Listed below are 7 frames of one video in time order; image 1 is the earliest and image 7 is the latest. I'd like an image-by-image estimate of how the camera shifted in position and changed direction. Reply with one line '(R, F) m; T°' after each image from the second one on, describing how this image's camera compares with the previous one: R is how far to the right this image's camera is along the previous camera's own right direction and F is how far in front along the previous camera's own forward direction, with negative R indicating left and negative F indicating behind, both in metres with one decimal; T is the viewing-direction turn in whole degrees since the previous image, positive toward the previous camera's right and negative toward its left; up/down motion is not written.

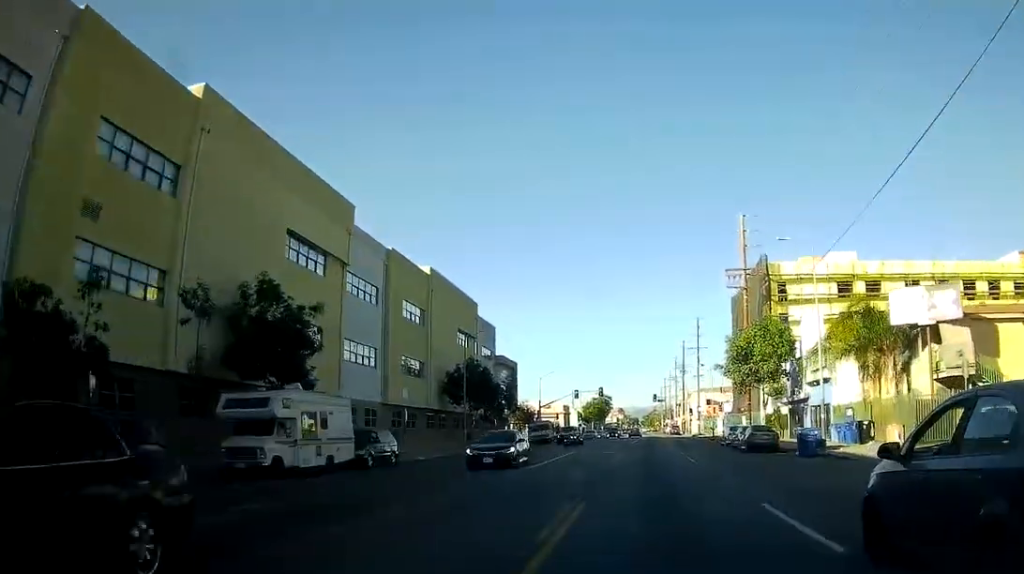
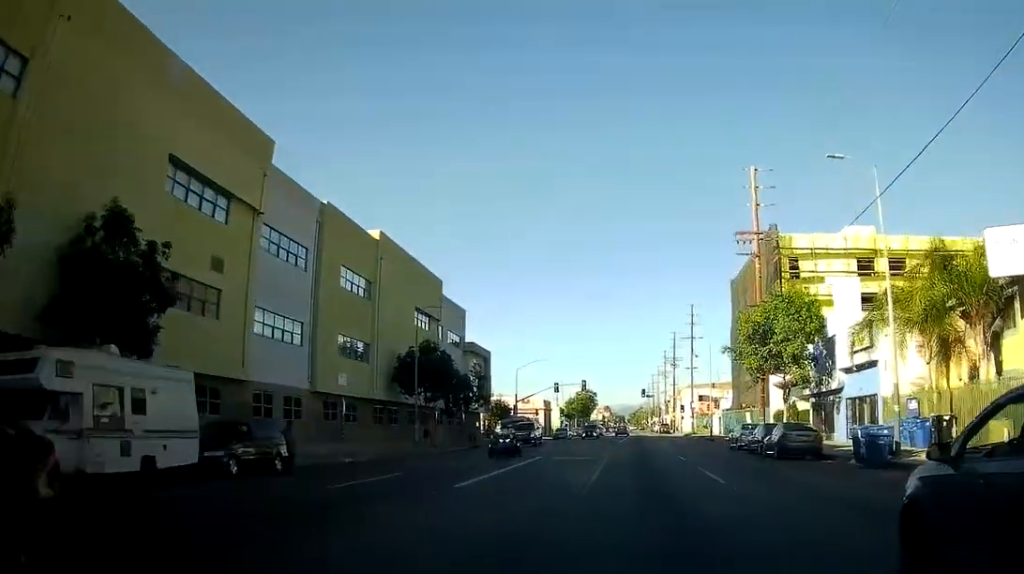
(-0.1, +11.1) m; +1°
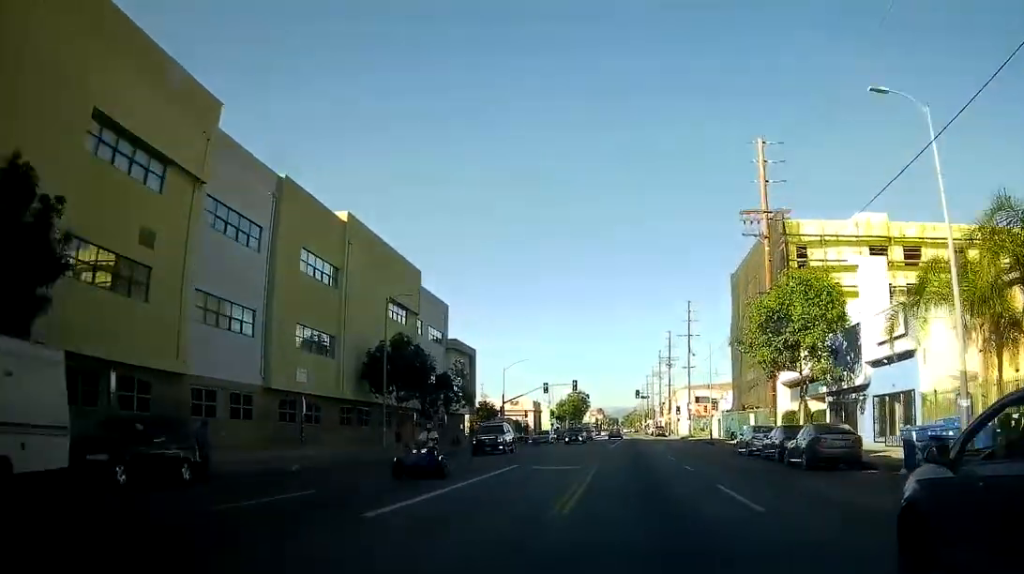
(+0.2, +5.7) m; +1°
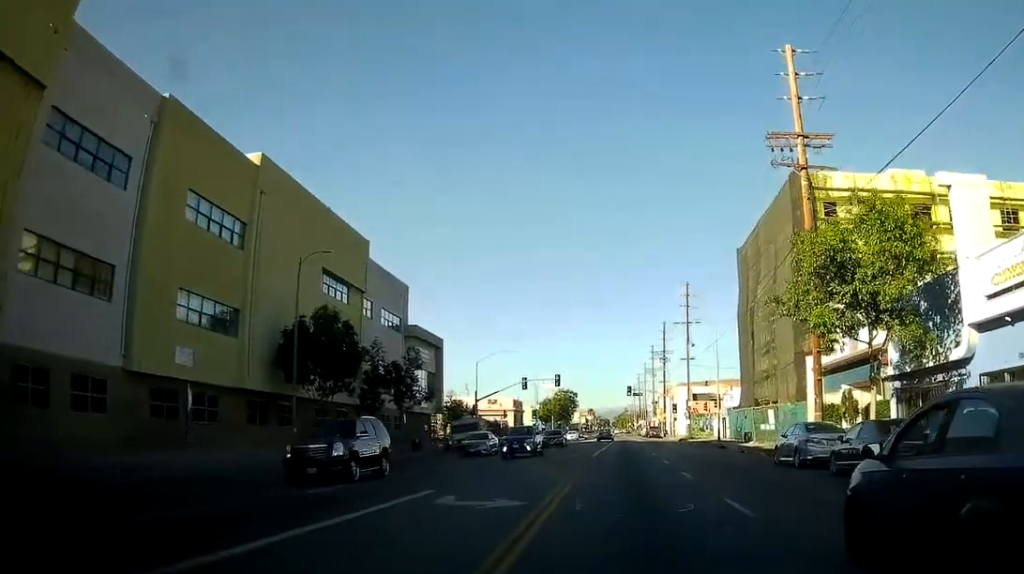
(+0.2, +13.4) m; +1°
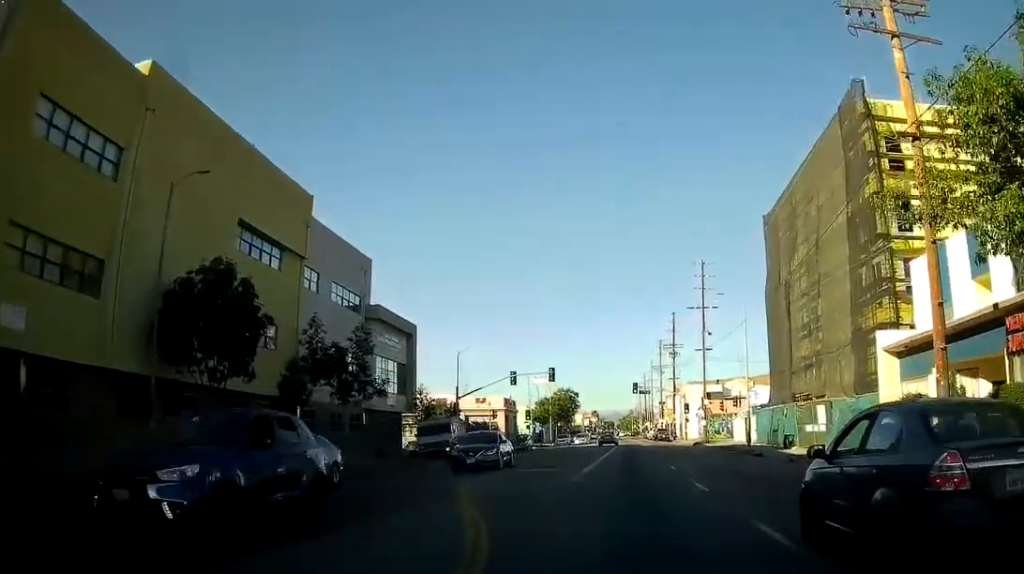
(0.0, +13.7) m; 0°
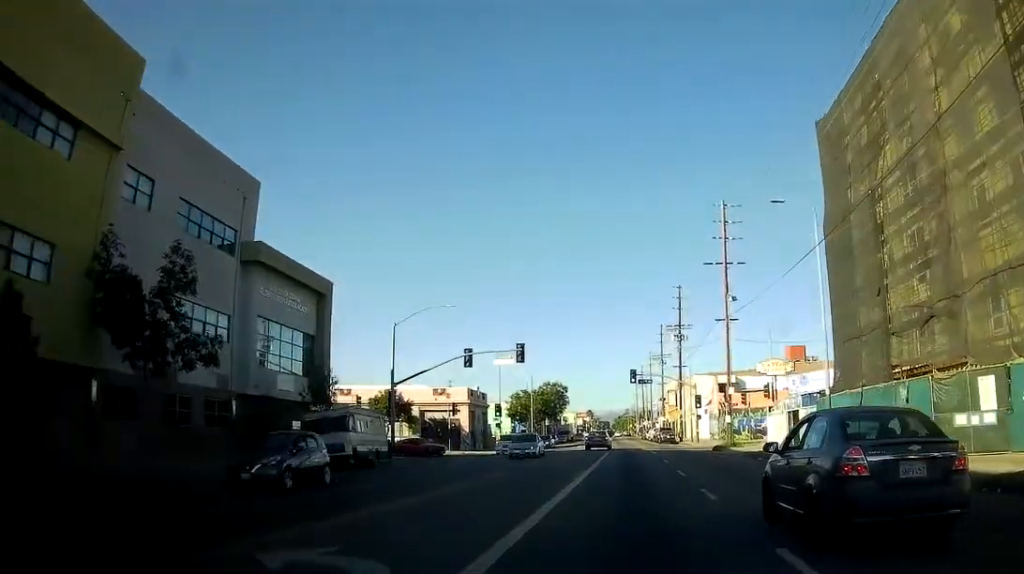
(0.0, +18.1) m; 0°
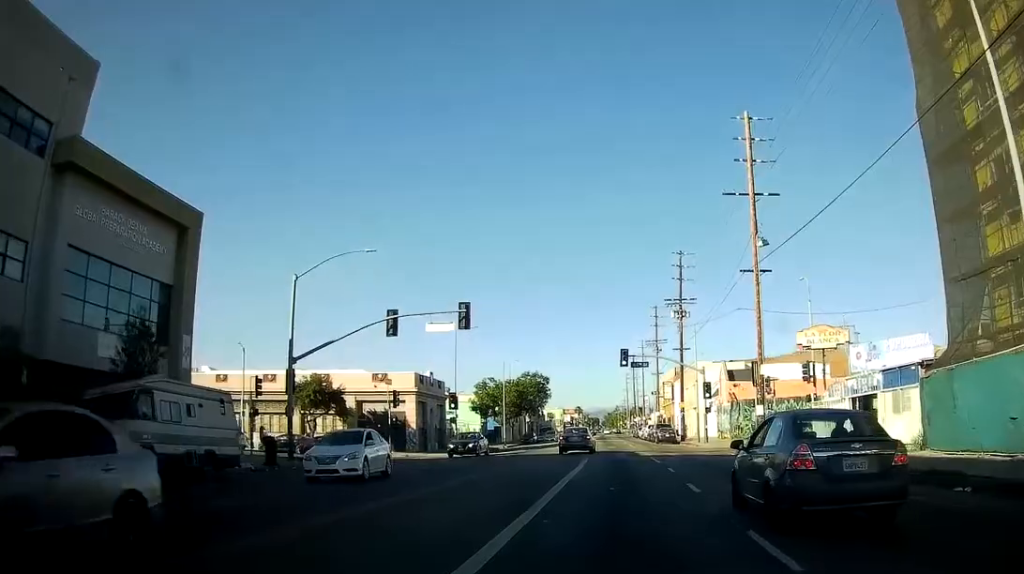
(0.0, +14.7) m; +1°
